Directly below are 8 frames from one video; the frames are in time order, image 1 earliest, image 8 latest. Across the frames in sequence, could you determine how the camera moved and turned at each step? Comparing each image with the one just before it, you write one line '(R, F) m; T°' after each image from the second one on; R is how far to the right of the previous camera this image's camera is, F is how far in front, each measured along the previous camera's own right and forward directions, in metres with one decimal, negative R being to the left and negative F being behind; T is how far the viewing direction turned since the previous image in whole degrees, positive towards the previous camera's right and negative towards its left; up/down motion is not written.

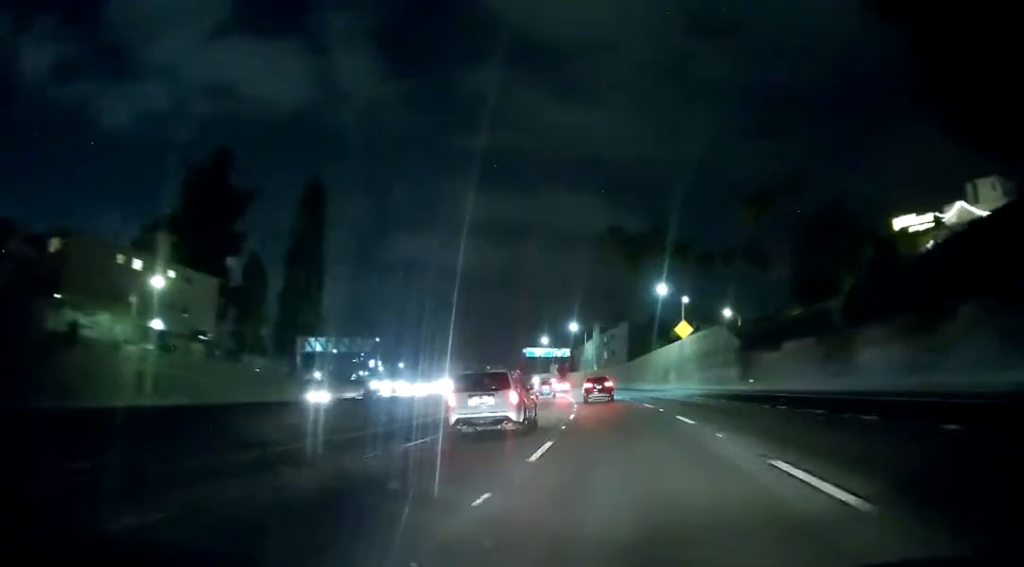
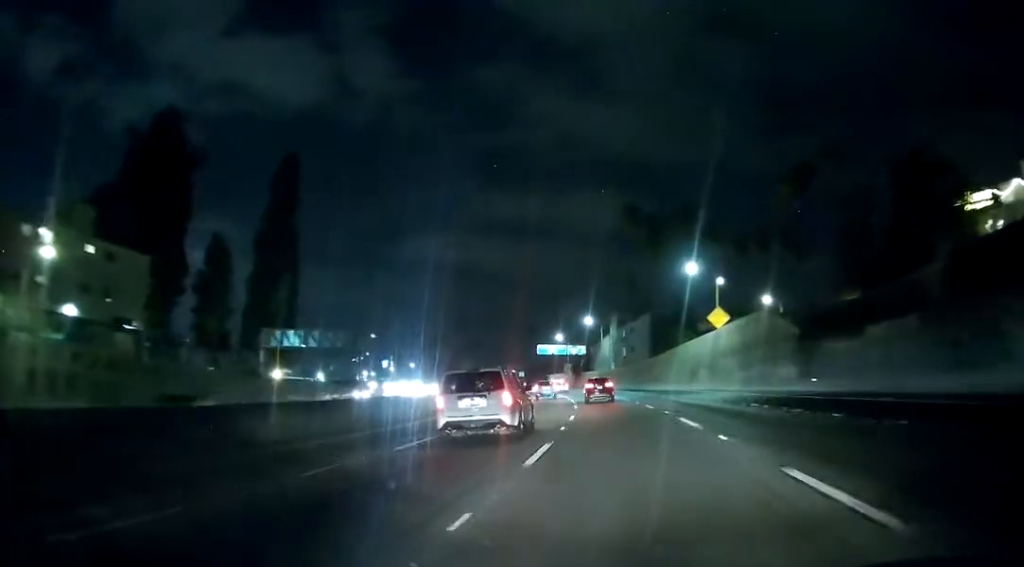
(-0.4, +16.0) m; -2°
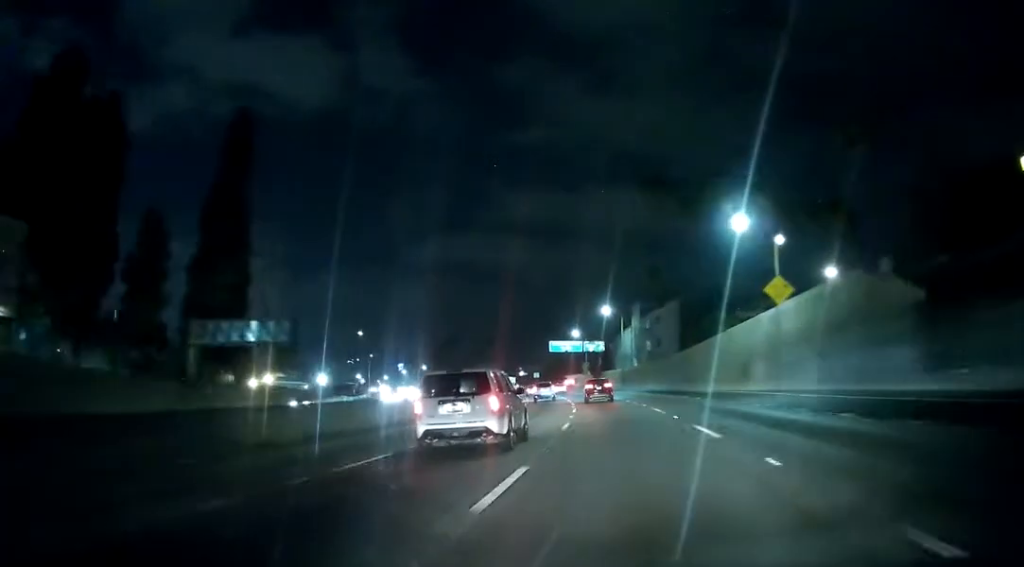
(-0.3, +18.5) m; -2°
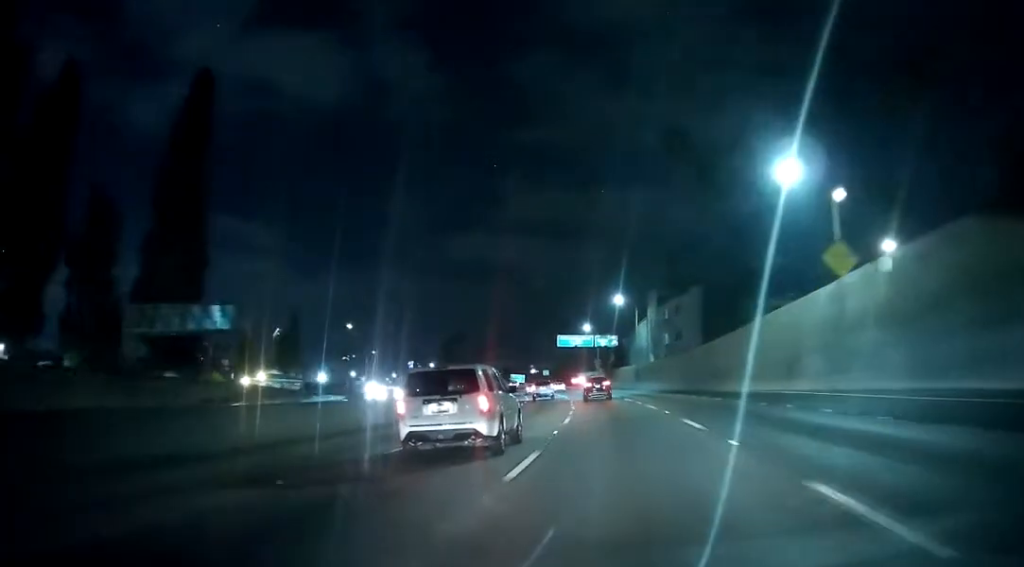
(-0.1, +12.2) m; -1°
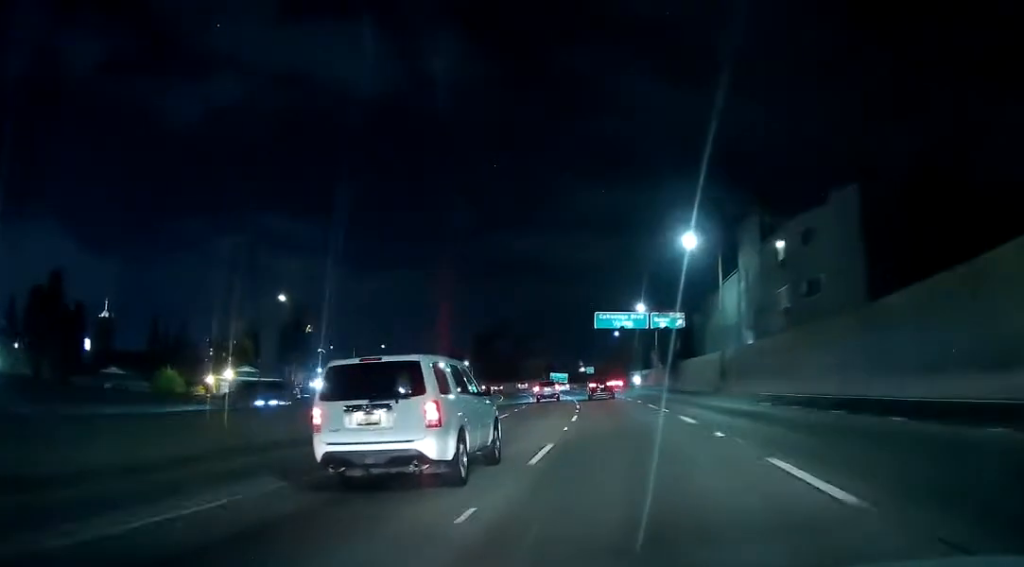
(-1.7, +40.8) m; -4°
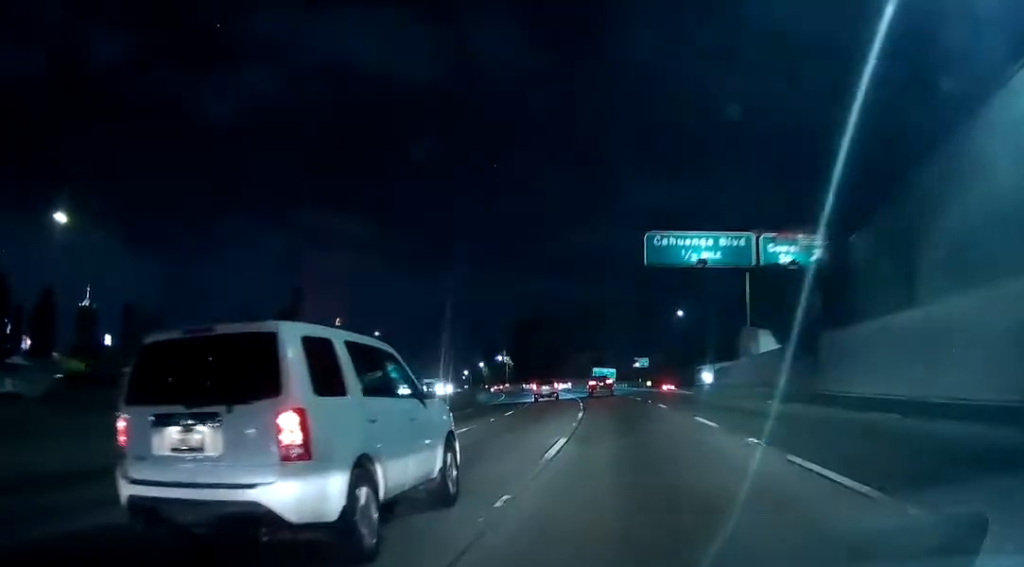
(-1.8, +43.4) m; -5°
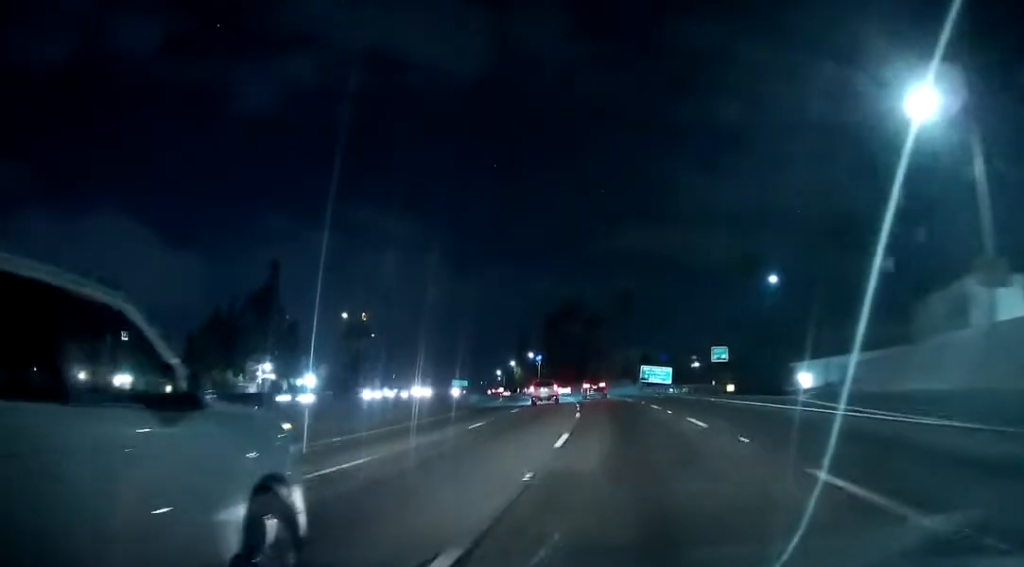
(-1.4, +40.1) m; -4°
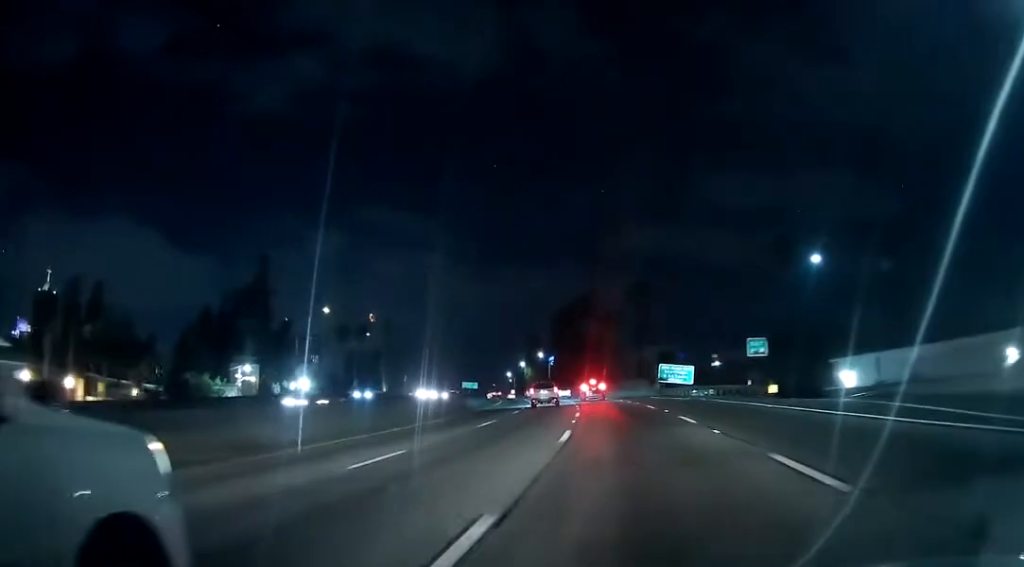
(-0.1, +12.5) m; -1°
